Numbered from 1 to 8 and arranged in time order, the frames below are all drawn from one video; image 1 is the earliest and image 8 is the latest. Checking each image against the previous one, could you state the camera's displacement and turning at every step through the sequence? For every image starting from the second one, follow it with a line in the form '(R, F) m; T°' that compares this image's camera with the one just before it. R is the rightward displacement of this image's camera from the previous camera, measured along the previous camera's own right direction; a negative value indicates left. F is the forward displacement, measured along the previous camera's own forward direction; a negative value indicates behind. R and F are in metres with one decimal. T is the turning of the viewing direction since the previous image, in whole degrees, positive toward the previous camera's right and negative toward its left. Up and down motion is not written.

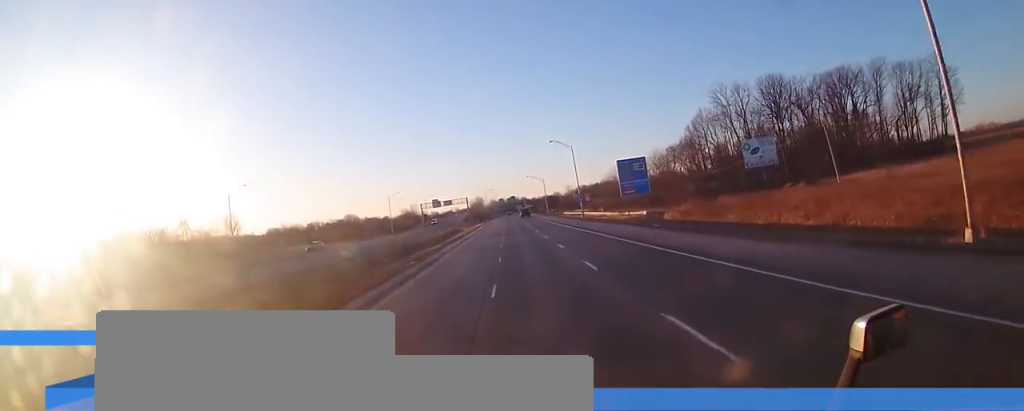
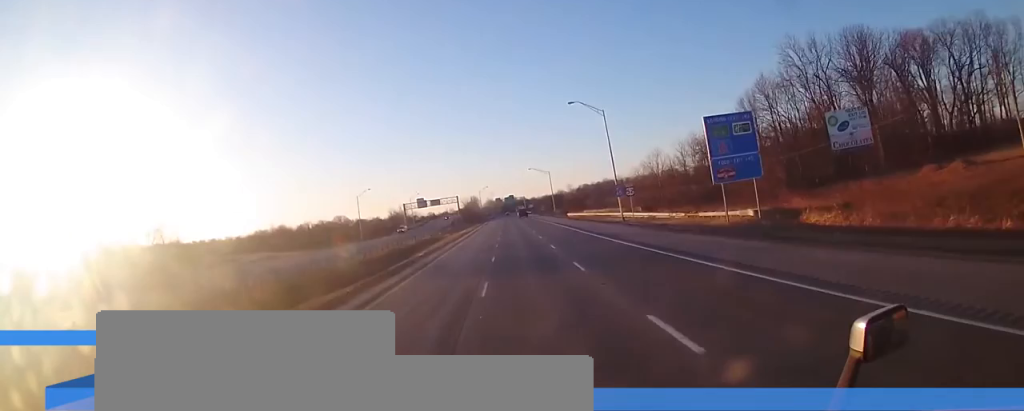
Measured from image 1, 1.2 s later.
(+0.2, +36.1) m; +1°
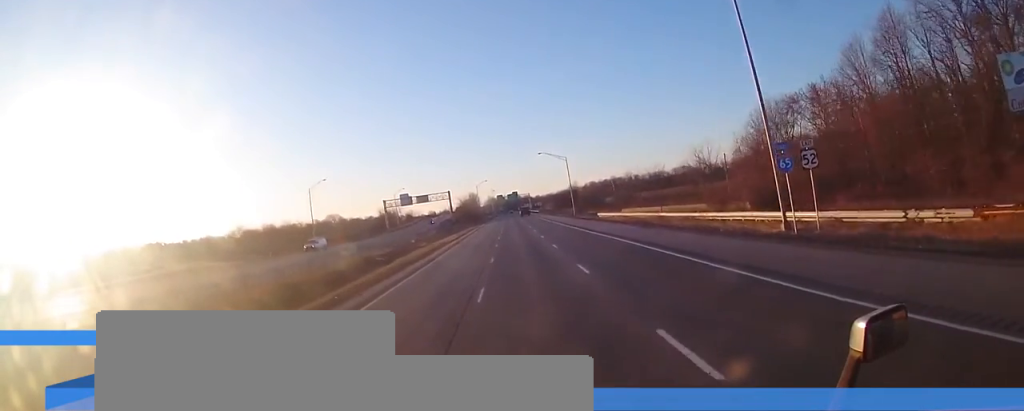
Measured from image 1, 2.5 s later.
(+0.1, +38.0) m; 0°
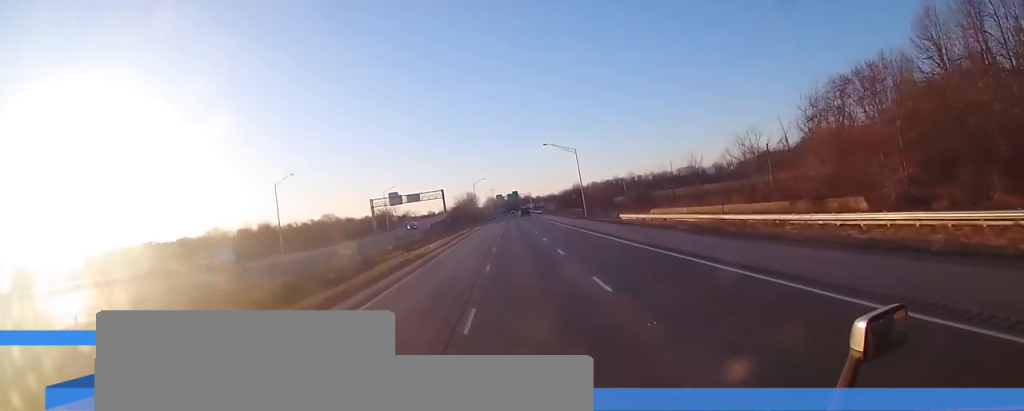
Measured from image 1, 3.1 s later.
(-0.2, +16.0) m; 0°
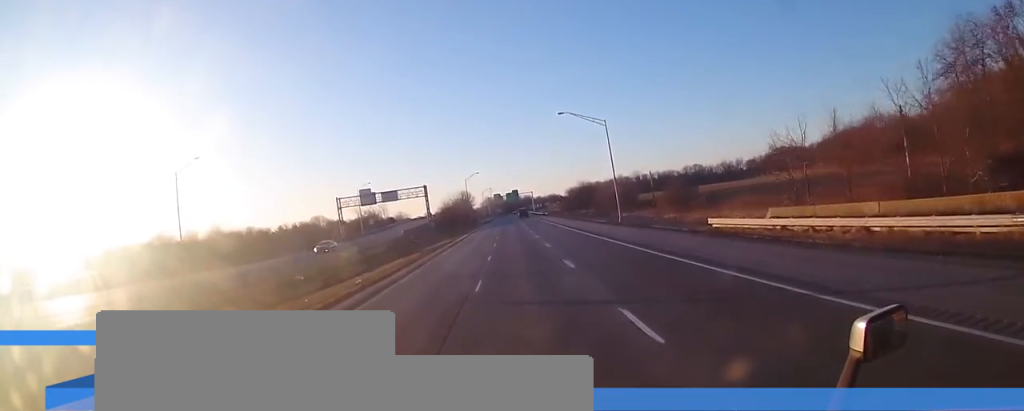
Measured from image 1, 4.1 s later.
(0.0, +29.9) m; 0°
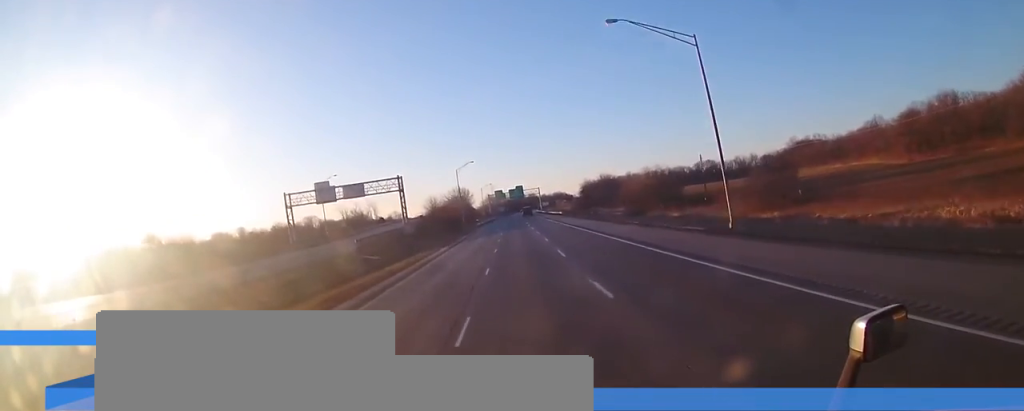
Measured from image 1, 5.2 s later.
(0.0, +31.9) m; -1°
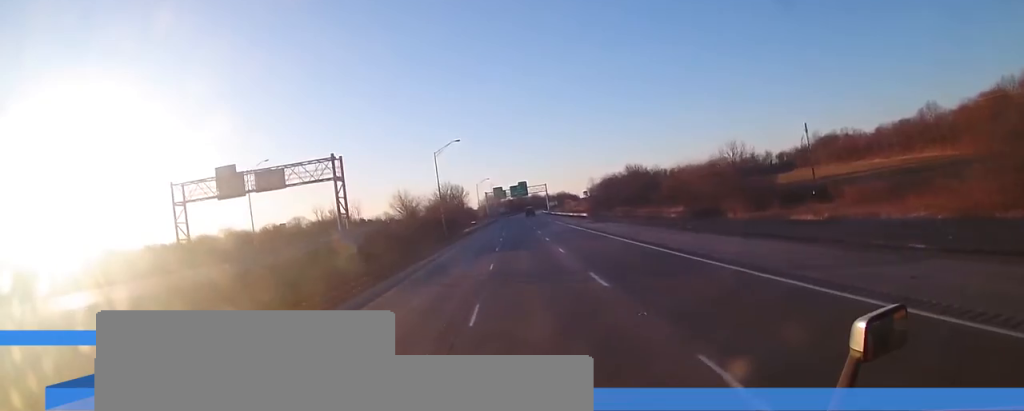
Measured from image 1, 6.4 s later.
(-0.4, +35.0) m; 0°
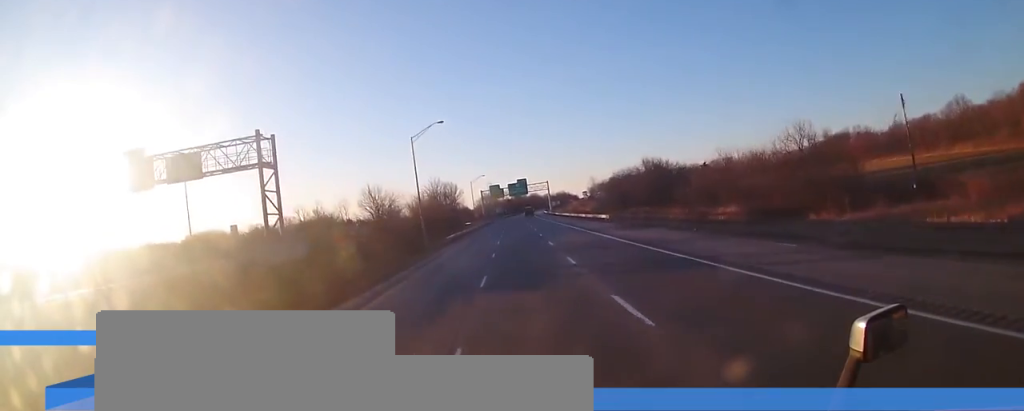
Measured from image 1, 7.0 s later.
(+0.2, +17.5) m; 0°
